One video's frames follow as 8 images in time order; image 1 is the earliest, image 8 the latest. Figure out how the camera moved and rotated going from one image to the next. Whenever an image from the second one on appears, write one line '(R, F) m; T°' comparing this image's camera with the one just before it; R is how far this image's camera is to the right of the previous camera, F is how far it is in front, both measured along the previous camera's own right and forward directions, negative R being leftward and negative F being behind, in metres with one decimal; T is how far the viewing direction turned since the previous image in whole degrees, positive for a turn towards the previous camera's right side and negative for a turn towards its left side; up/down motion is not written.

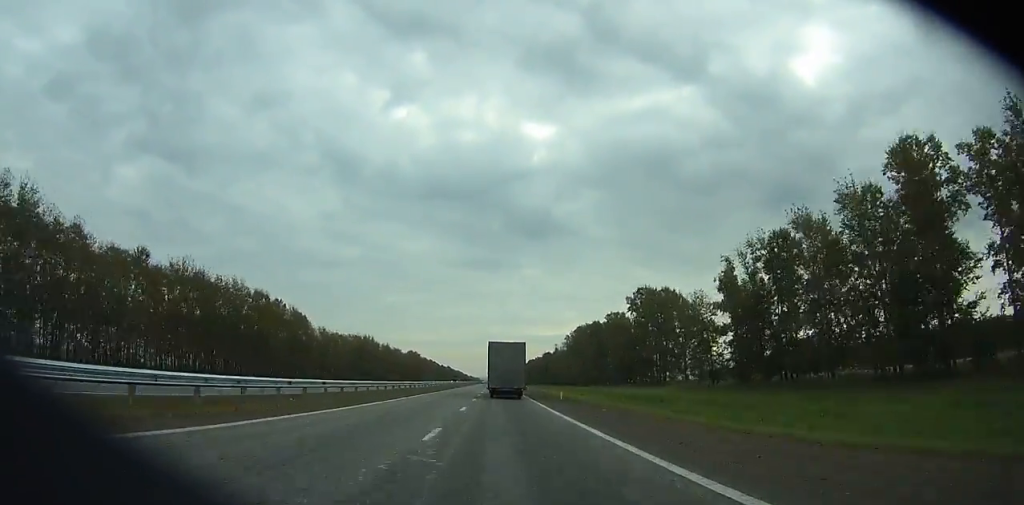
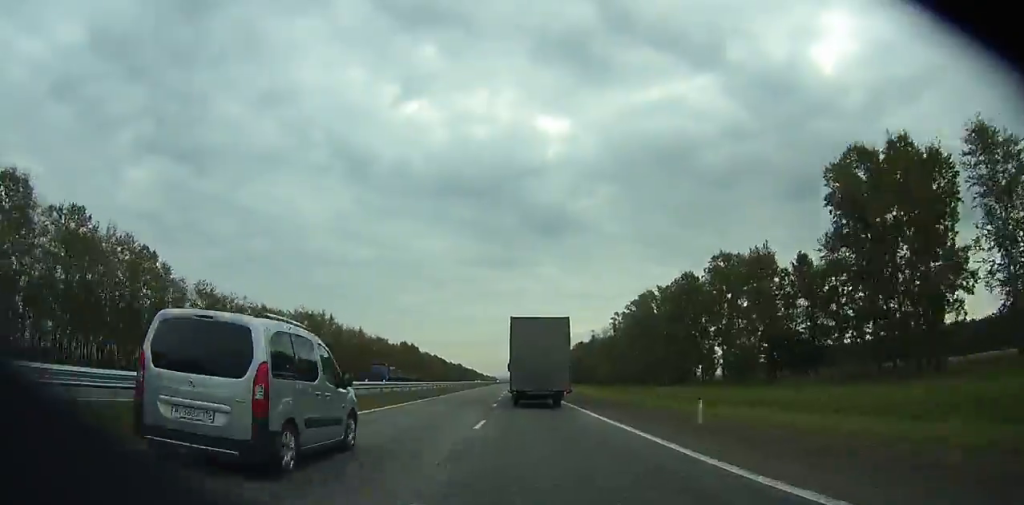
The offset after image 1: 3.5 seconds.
(0.0, +83.2) m; -1°
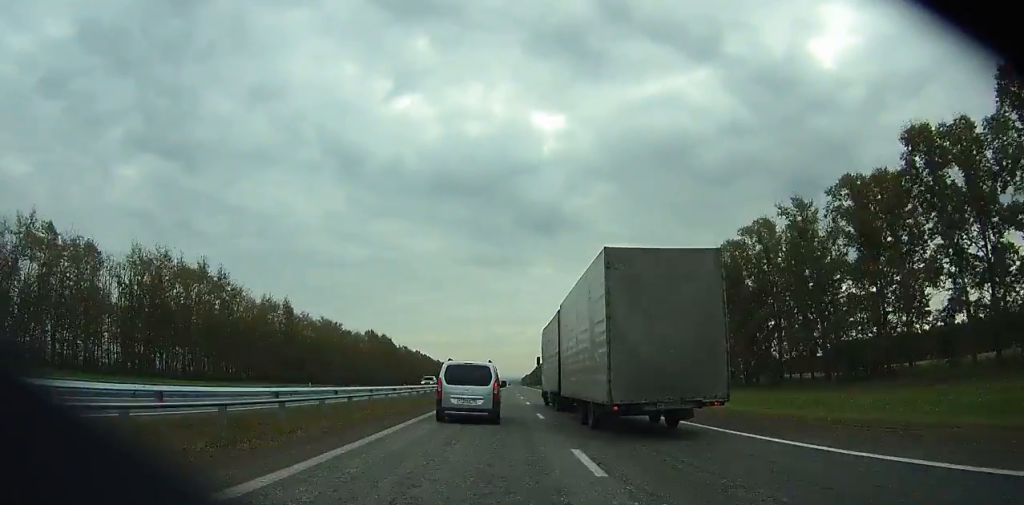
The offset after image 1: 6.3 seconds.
(-0.6, +67.3) m; 0°
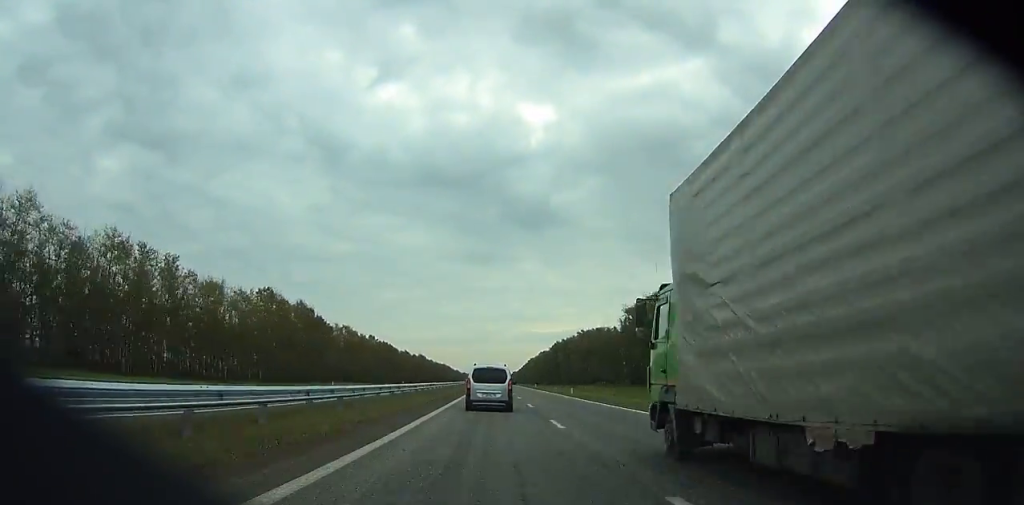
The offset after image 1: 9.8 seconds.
(+0.4, +86.2) m; +1°
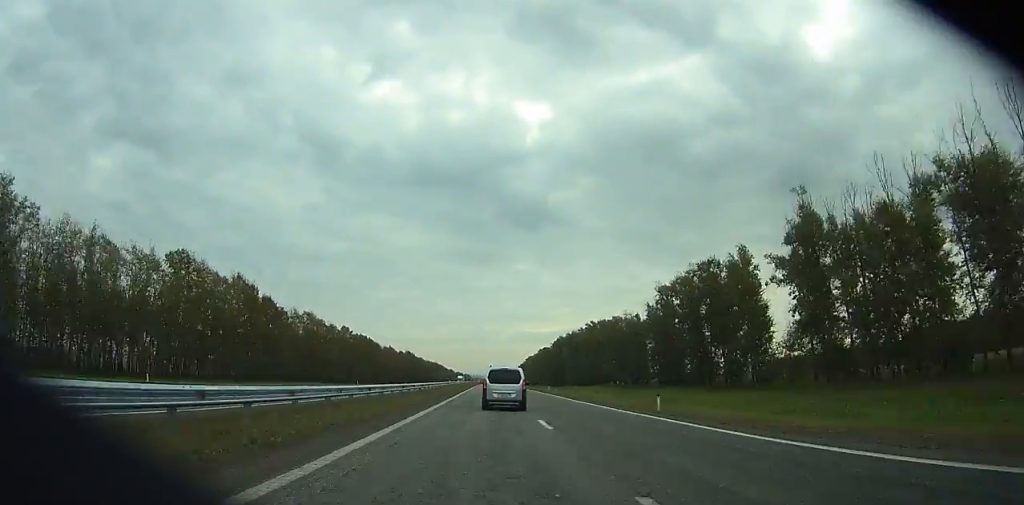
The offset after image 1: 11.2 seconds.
(+0.3, +35.1) m; 0°
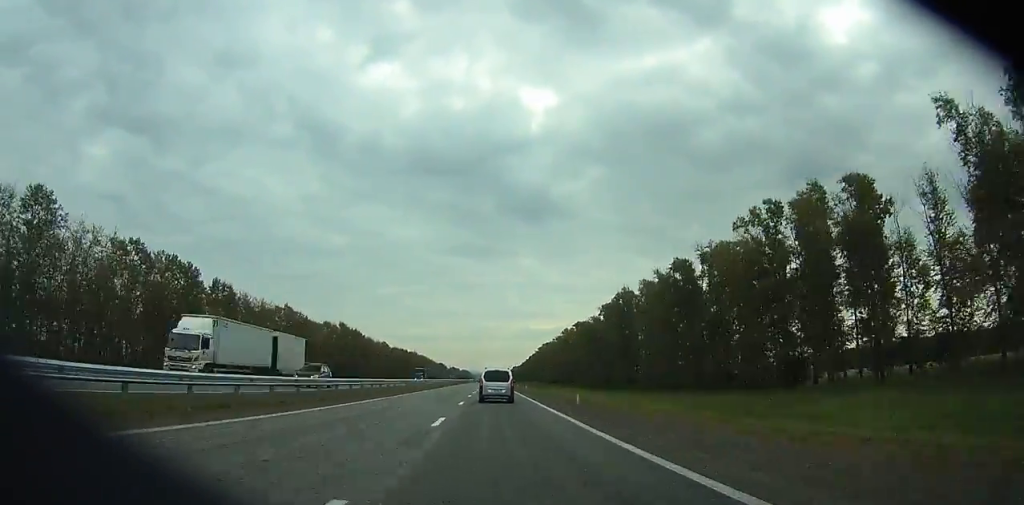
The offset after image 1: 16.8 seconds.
(+1.3, +142.5) m; 0°
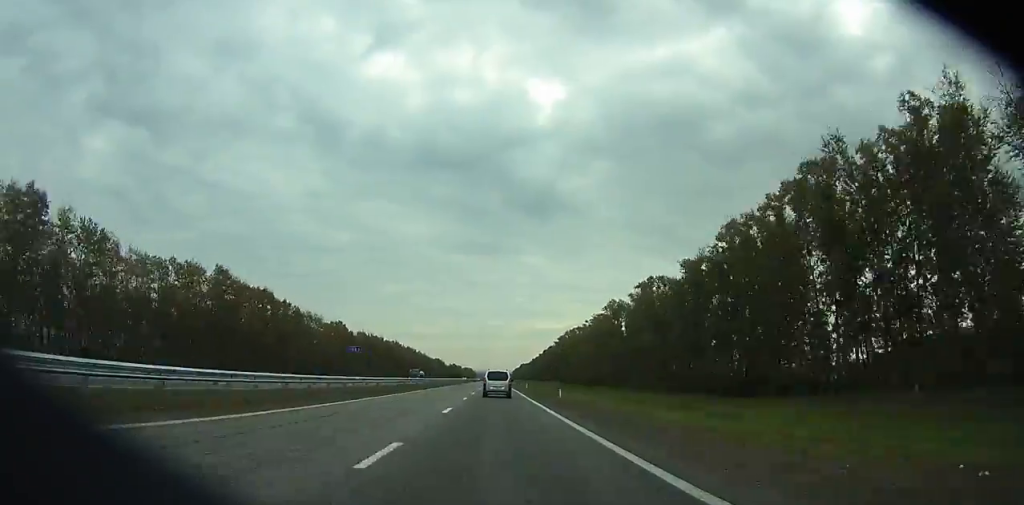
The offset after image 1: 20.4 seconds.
(-0.4, +91.7) m; -1°
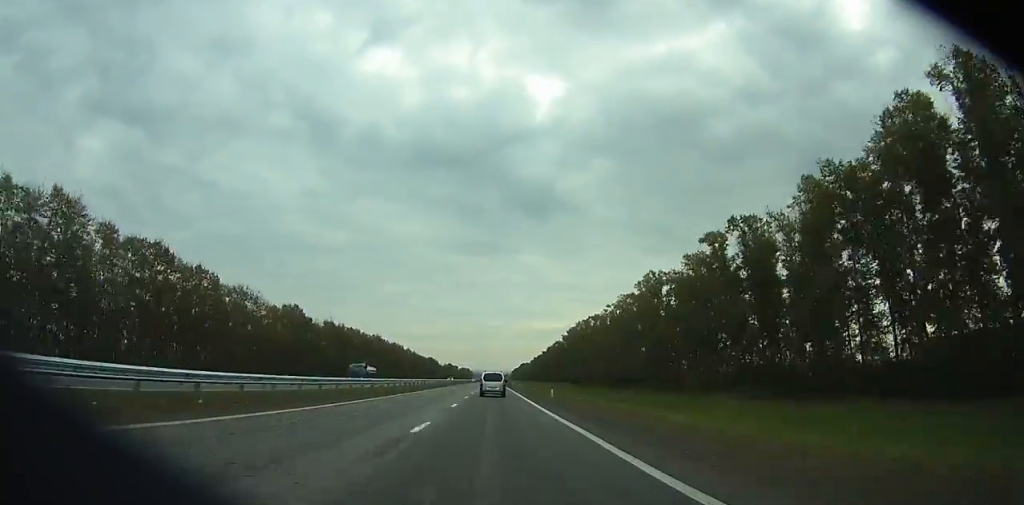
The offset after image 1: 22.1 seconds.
(-0.1, +43.2) m; 0°
